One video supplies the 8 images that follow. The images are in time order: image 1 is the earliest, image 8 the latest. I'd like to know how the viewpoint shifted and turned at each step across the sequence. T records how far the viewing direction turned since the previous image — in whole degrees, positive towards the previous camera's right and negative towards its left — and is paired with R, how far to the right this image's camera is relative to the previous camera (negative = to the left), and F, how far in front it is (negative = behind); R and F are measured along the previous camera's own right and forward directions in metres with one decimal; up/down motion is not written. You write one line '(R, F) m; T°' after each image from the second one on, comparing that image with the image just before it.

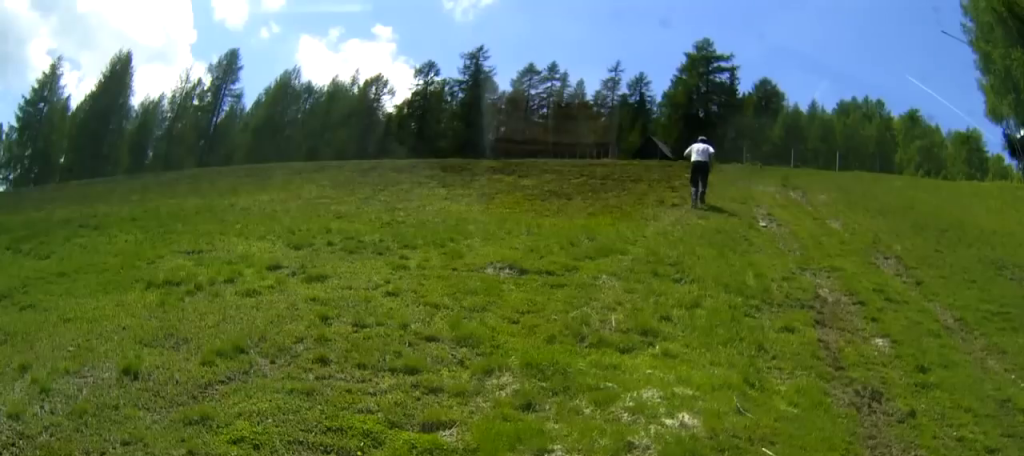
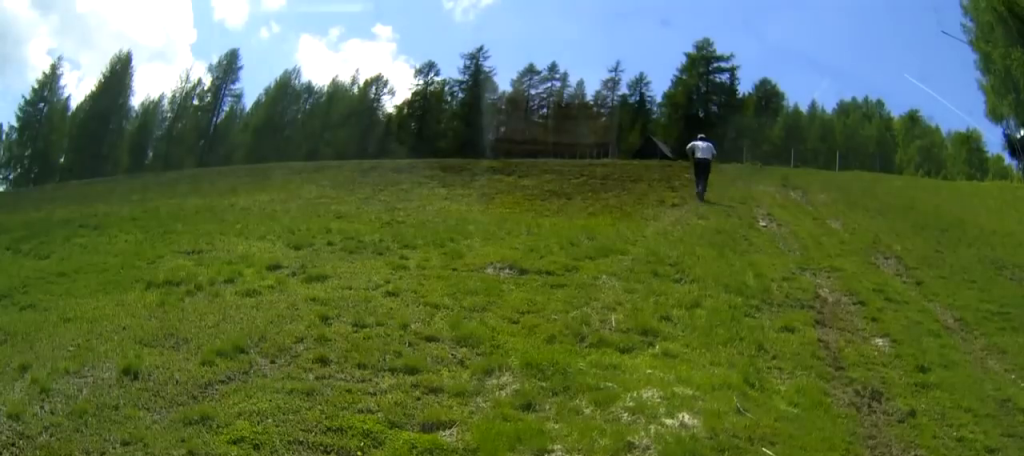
(0.0, 0.0) m; 0°
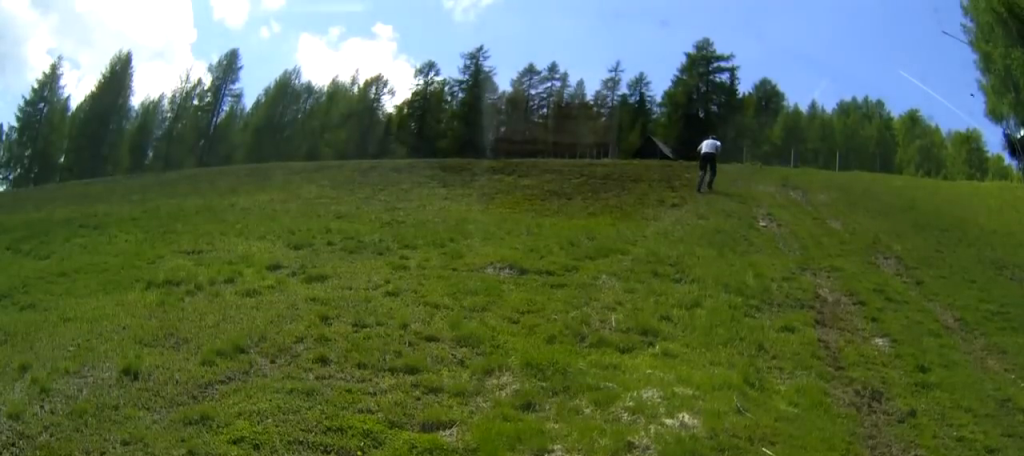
(0.0, 0.0) m; 0°
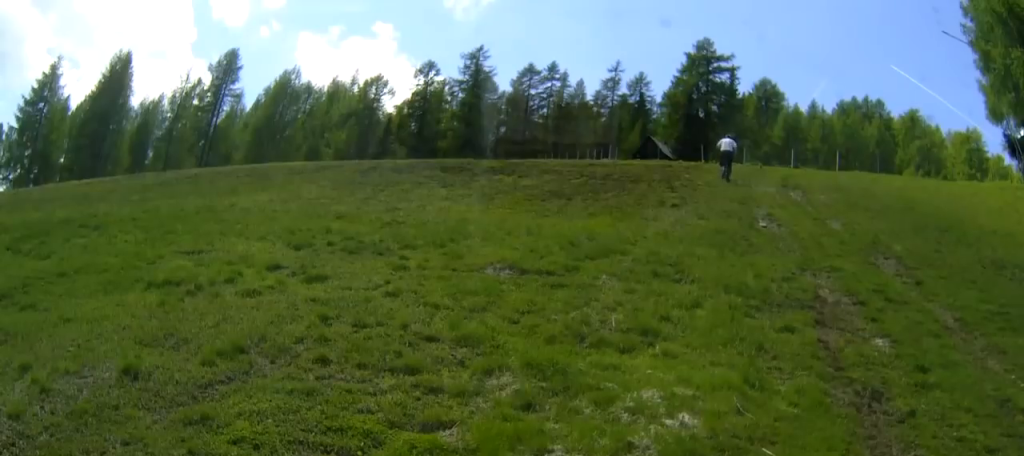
(0.0, 0.0) m; 0°
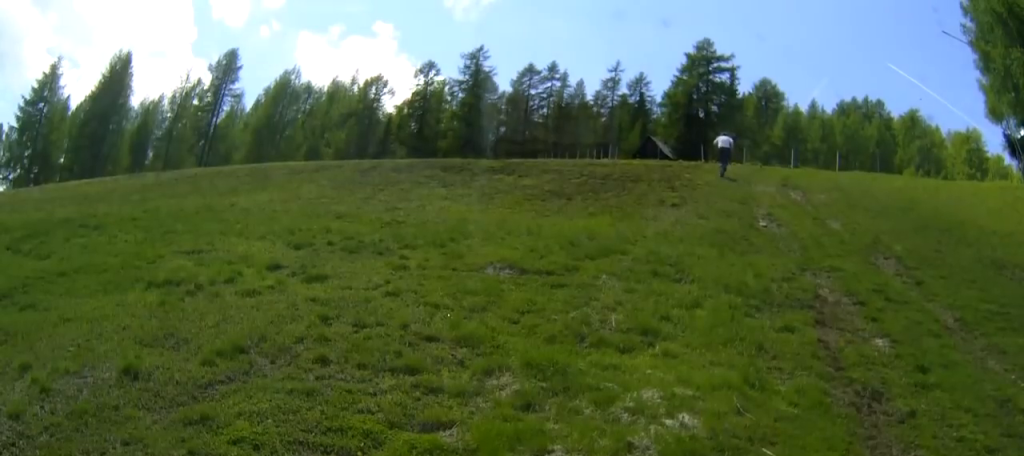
(0.0, 0.0) m; 0°
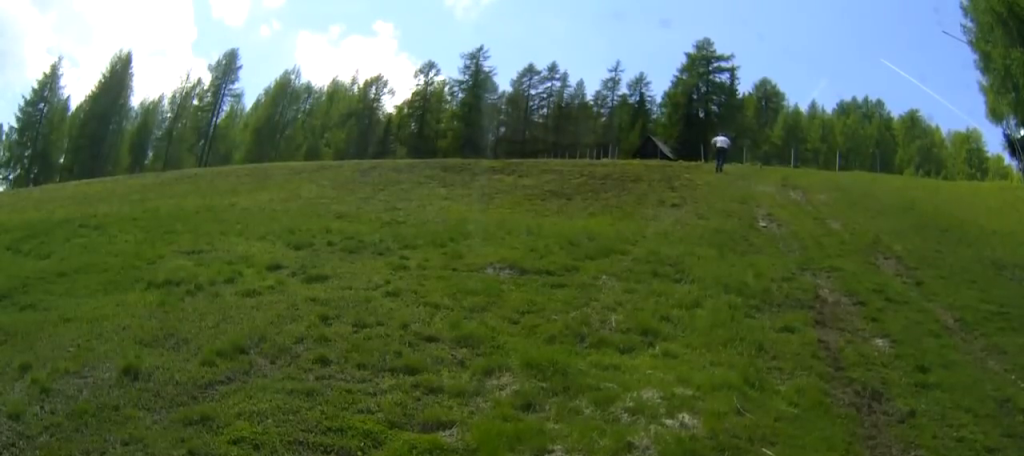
(0.0, 0.0) m; 0°
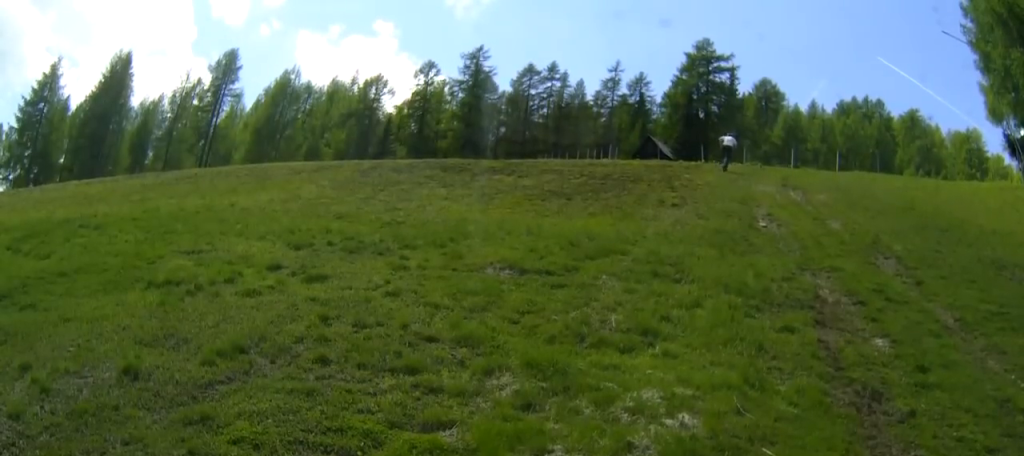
(0.0, 0.0) m; 0°
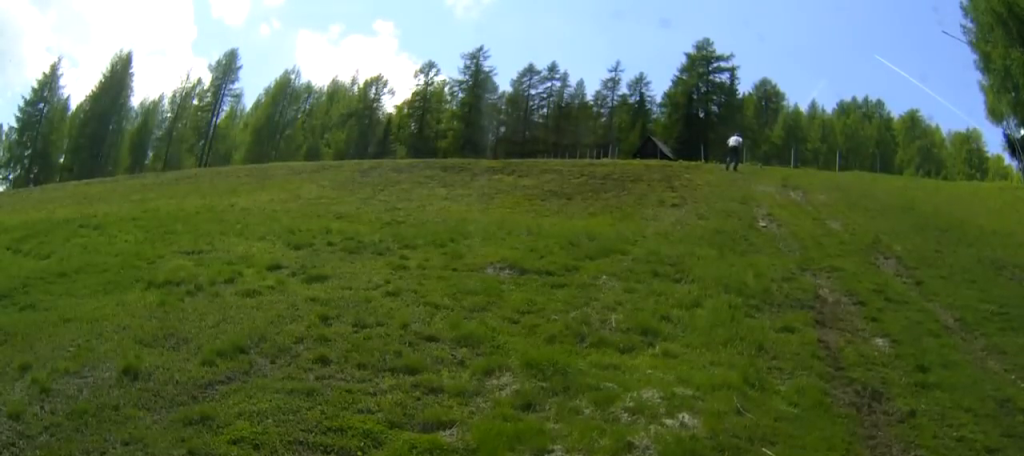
(0.0, 0.0) m; 0°
